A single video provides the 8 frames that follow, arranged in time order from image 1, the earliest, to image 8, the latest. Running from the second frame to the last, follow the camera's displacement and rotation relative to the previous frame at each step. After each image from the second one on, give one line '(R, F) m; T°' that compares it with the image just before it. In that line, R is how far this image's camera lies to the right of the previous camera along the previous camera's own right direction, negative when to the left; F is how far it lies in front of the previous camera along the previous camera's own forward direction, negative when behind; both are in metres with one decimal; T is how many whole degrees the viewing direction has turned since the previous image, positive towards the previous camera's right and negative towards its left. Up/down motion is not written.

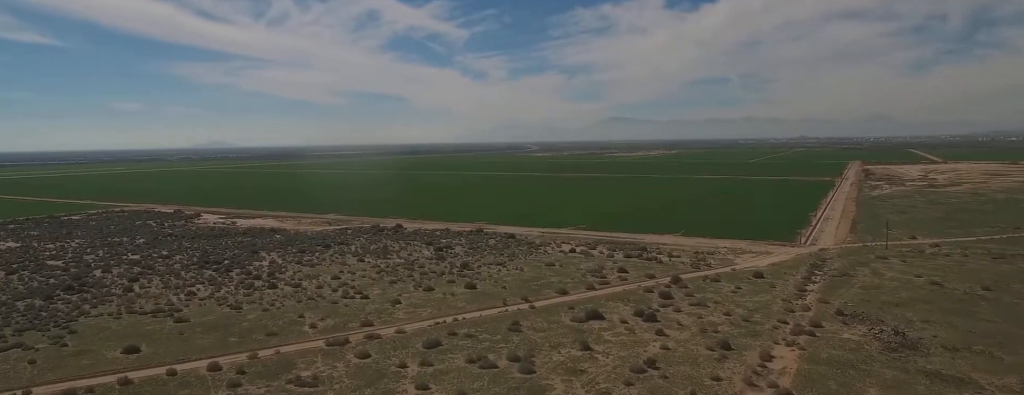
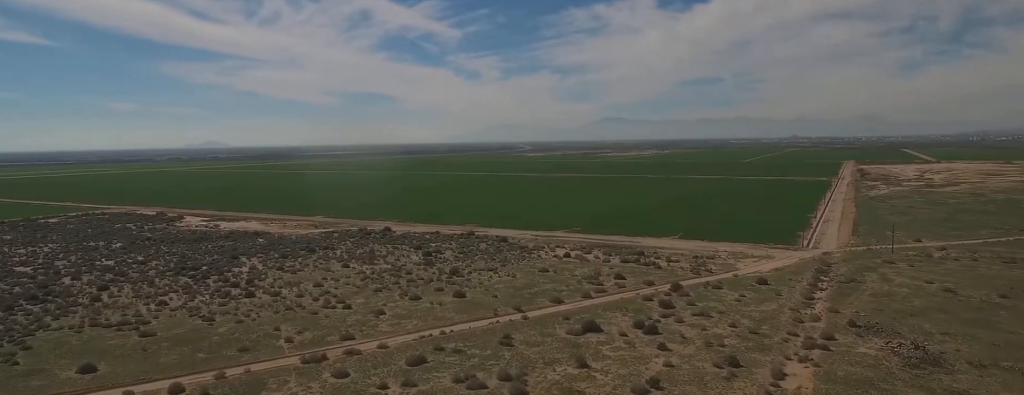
(0.0, +9.2) m; 0°
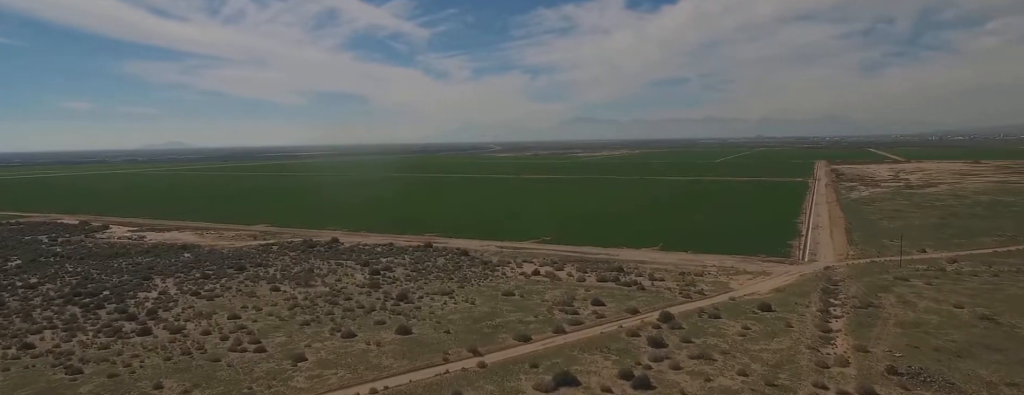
(-0.2, +28.1) m; -1°
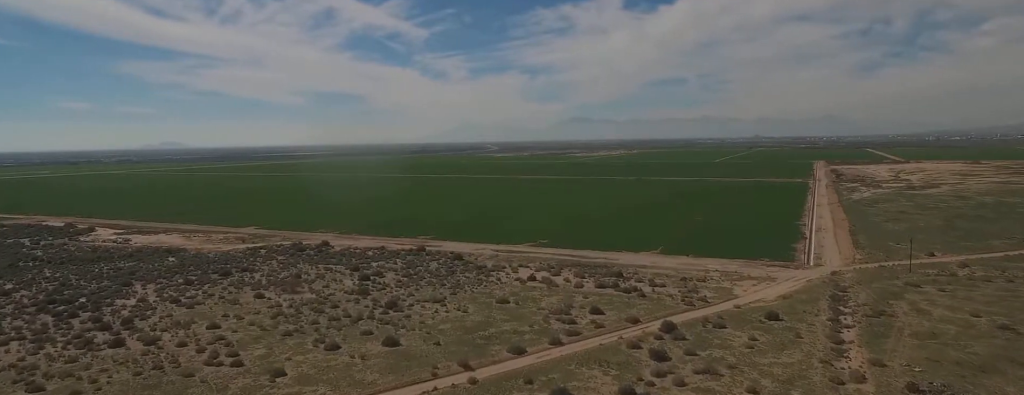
(0.0, +7.0) m; 0°
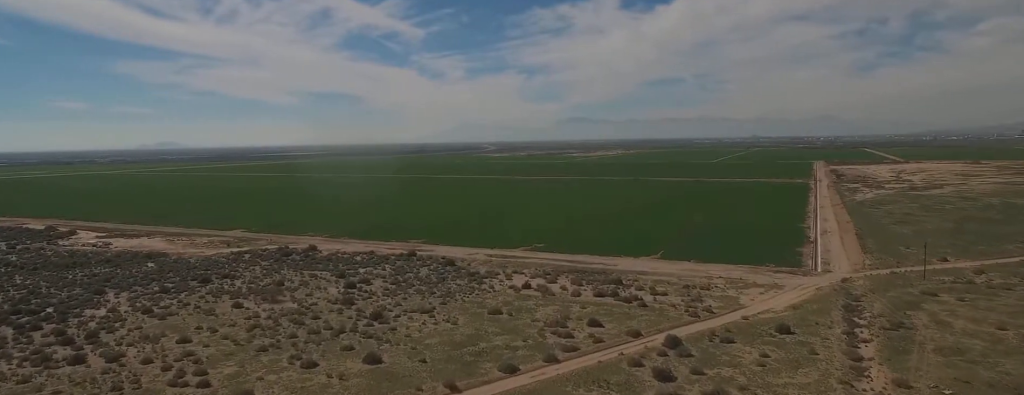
(0.0, +8.9) m; 0°
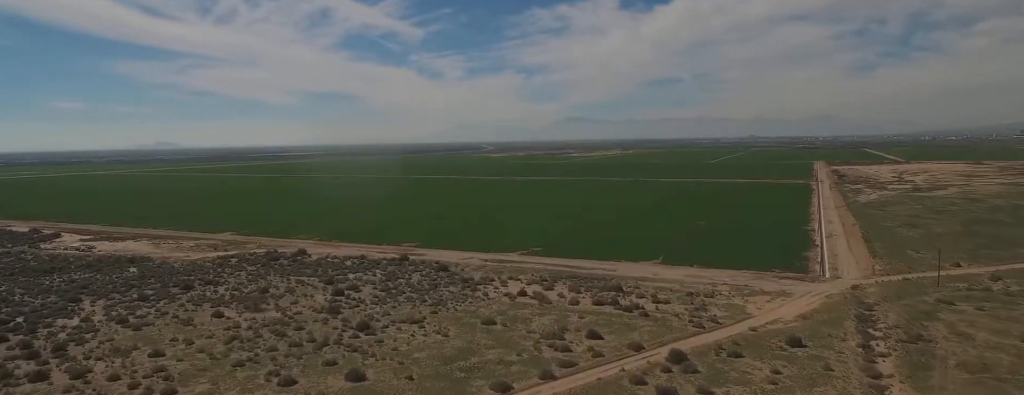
(0.0, +7.4) m; 0°
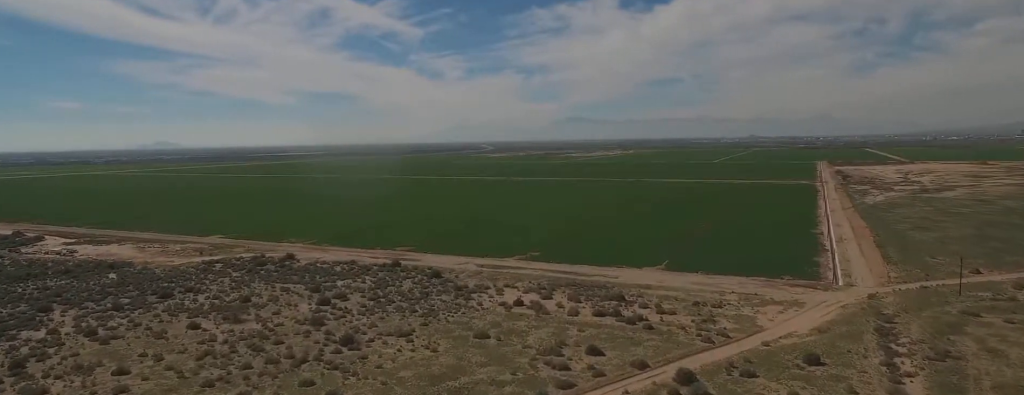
(0.0, +9.0) m; 0°
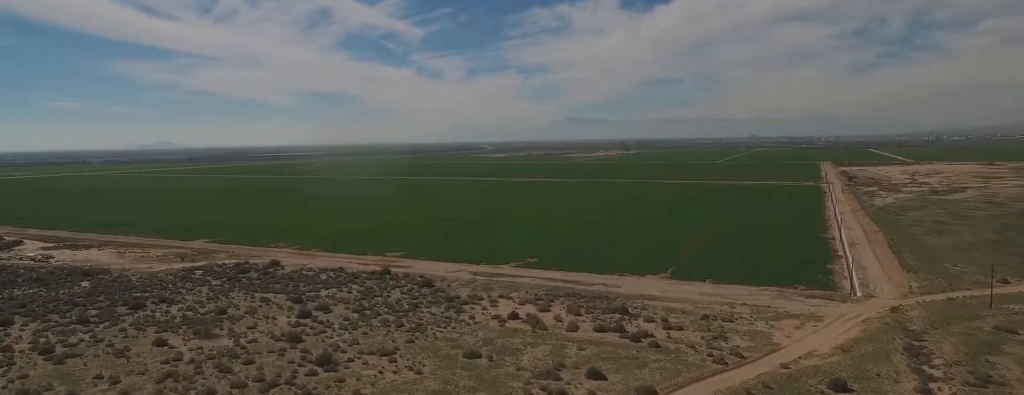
(0.0, +11.0) m; 0°
